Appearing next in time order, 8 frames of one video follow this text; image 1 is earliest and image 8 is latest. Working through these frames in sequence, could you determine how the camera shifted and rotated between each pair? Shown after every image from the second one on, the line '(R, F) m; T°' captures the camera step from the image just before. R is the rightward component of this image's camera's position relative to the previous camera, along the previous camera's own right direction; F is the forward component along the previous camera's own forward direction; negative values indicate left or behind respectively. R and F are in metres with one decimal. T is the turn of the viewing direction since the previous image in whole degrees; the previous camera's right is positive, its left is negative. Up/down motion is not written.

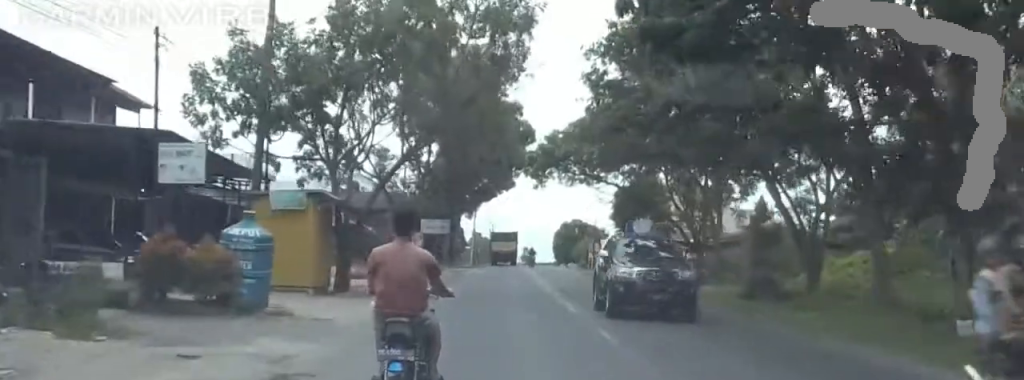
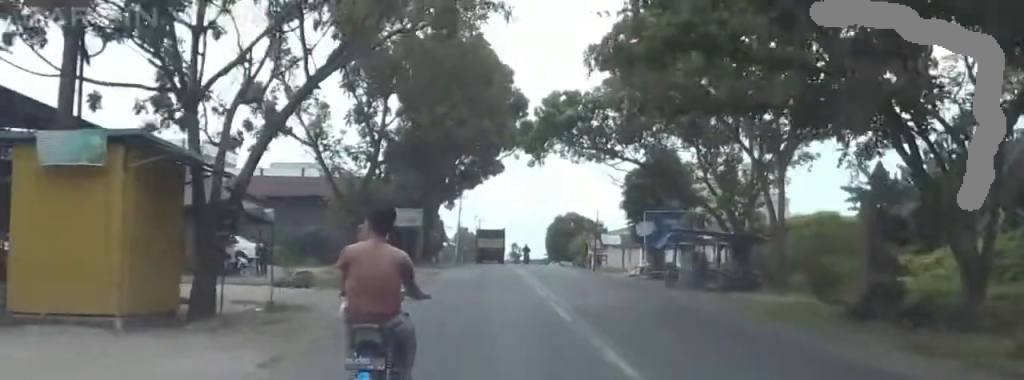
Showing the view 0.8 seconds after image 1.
(+0.3, +12.2) m; +1°
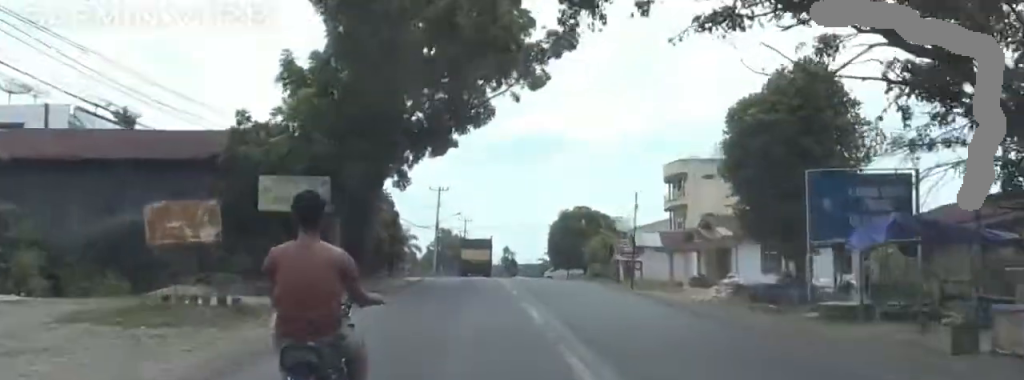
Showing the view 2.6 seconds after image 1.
(0.0, +25.9) m; 0°
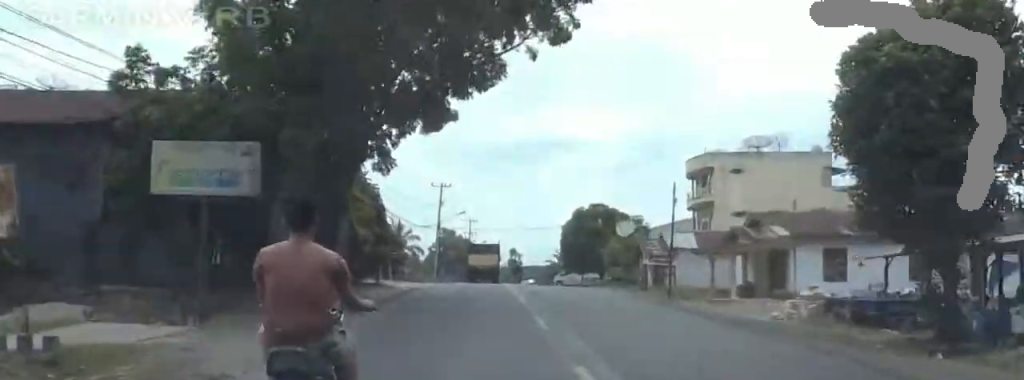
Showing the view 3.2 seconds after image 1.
(0.0, +8.7) m; 0°
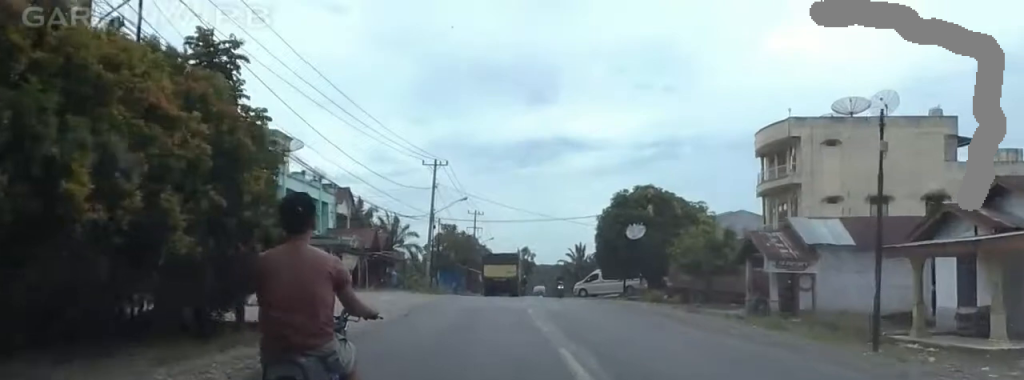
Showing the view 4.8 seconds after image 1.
(0.0, +21.7) m; 0°
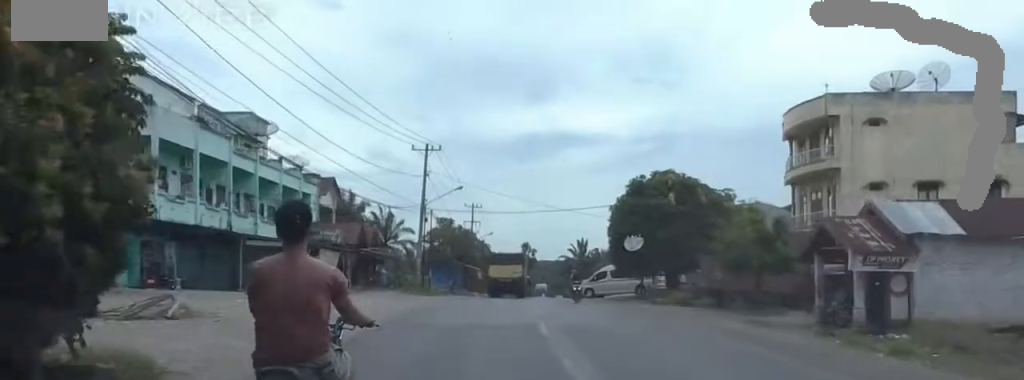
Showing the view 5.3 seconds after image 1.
(0.0, +7.2) m; 0°
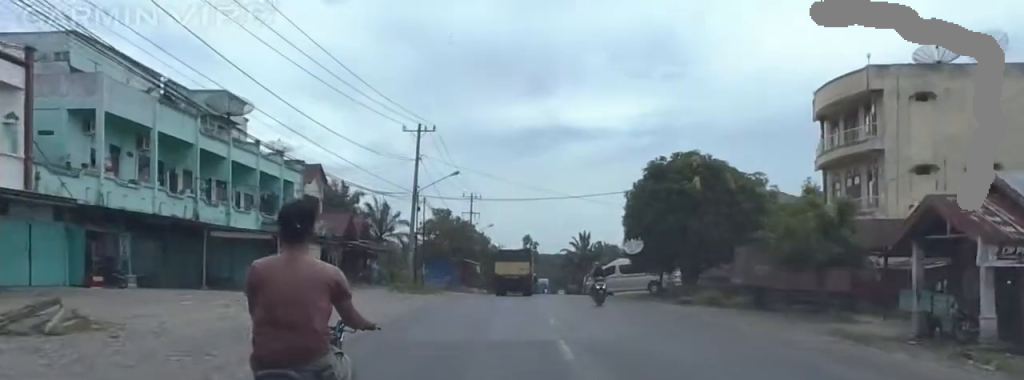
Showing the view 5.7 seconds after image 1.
(0.0, +6.1) m; 0°
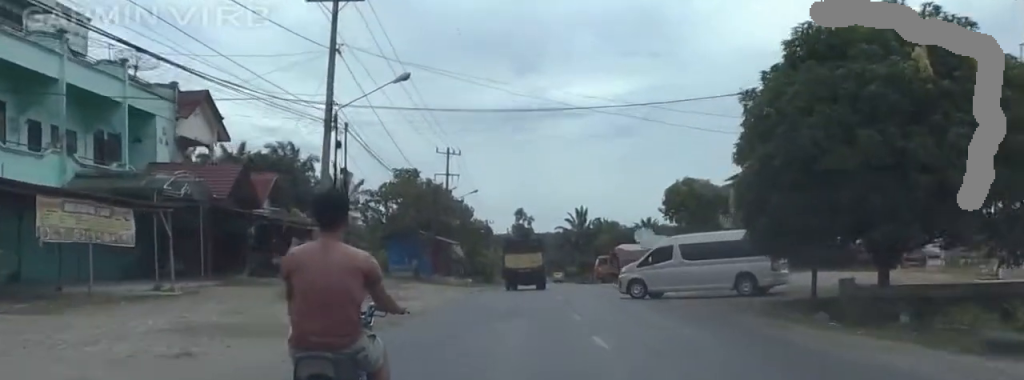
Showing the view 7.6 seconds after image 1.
(0.0, +25.0) m; +1°
